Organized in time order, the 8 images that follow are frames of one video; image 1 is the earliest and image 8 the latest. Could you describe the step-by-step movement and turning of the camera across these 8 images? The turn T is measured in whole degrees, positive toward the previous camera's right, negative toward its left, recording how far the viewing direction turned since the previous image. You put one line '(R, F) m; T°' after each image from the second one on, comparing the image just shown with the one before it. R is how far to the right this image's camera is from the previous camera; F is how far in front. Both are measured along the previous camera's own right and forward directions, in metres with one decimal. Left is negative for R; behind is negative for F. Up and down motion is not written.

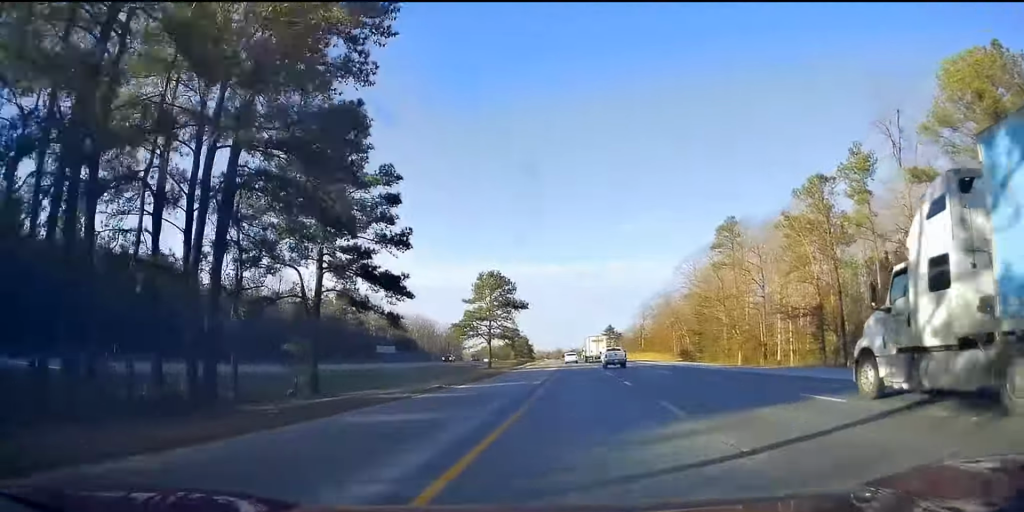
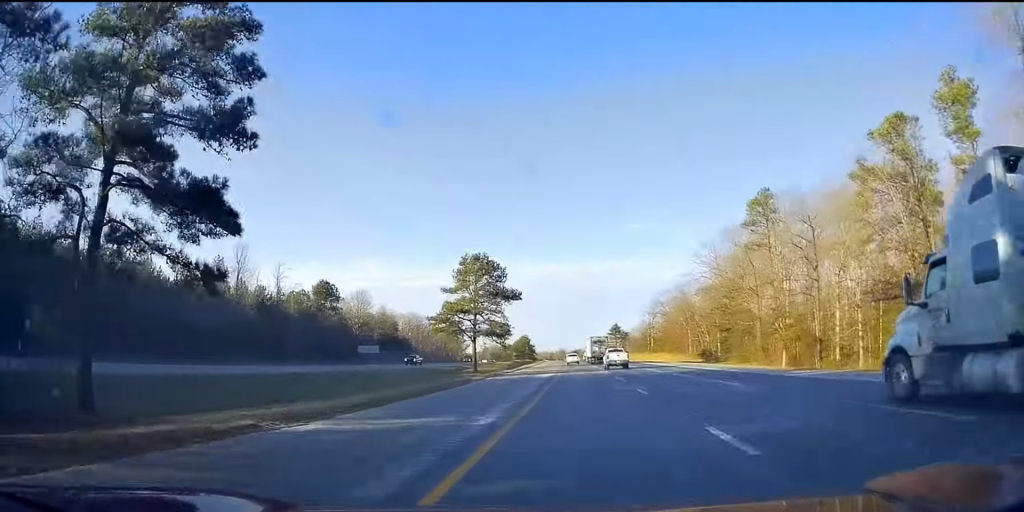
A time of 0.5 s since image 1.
(-0.1, +17.0) m; 0°
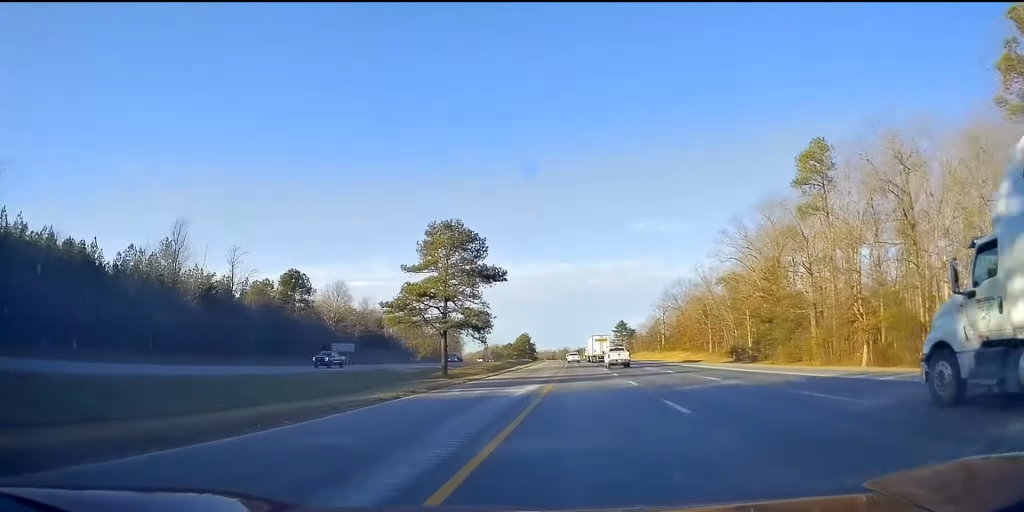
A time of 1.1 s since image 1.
(-0.3, +19.2) m; 0°
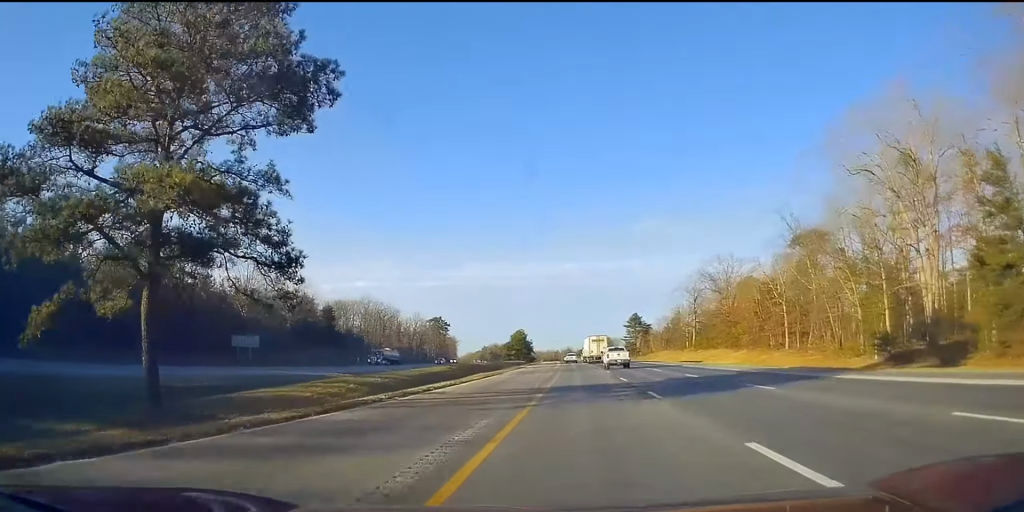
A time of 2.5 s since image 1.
(+0.2, +43.4) m; 0°
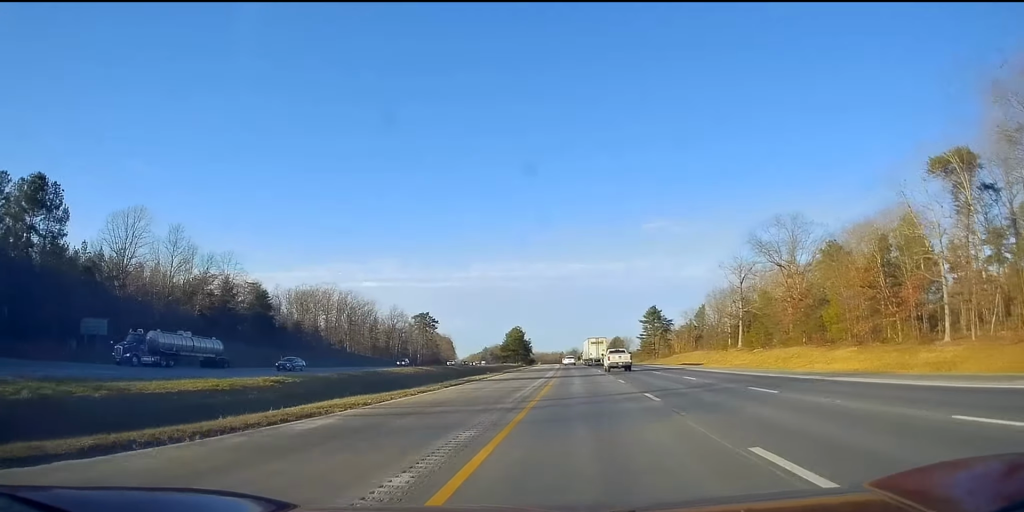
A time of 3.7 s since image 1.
(-0.3, +34.9) m; -1°
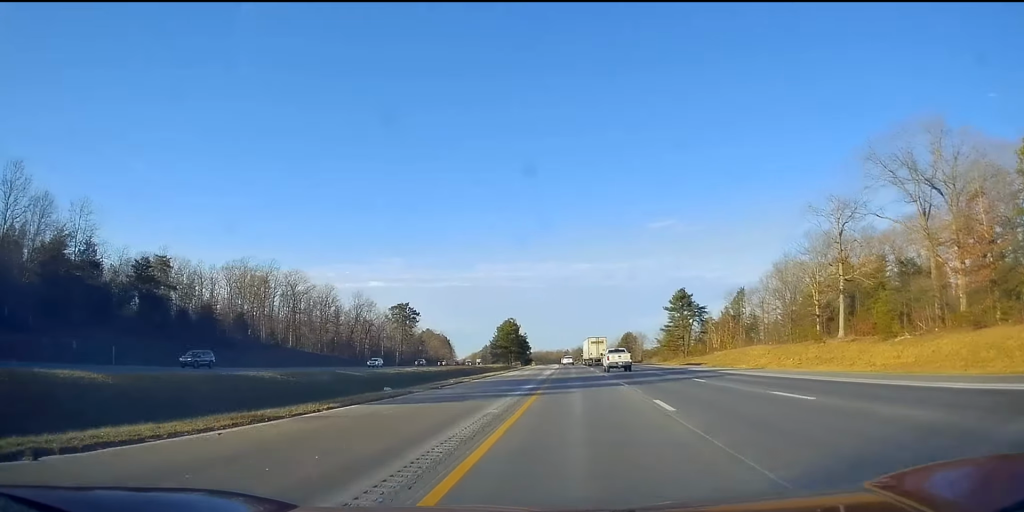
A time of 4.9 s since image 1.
(-0.2, +36.3) m; -1°
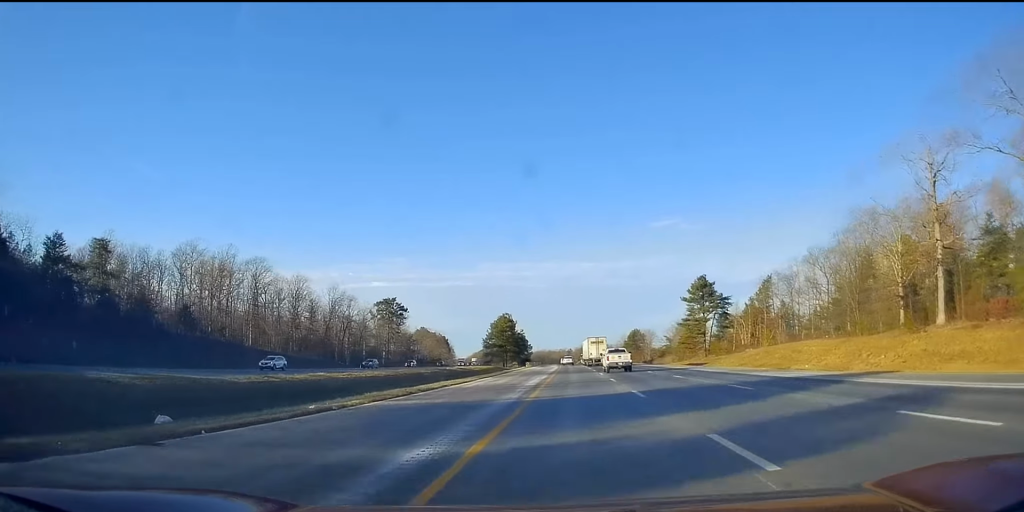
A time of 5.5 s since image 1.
(-0.1, +16.3) m; 0°
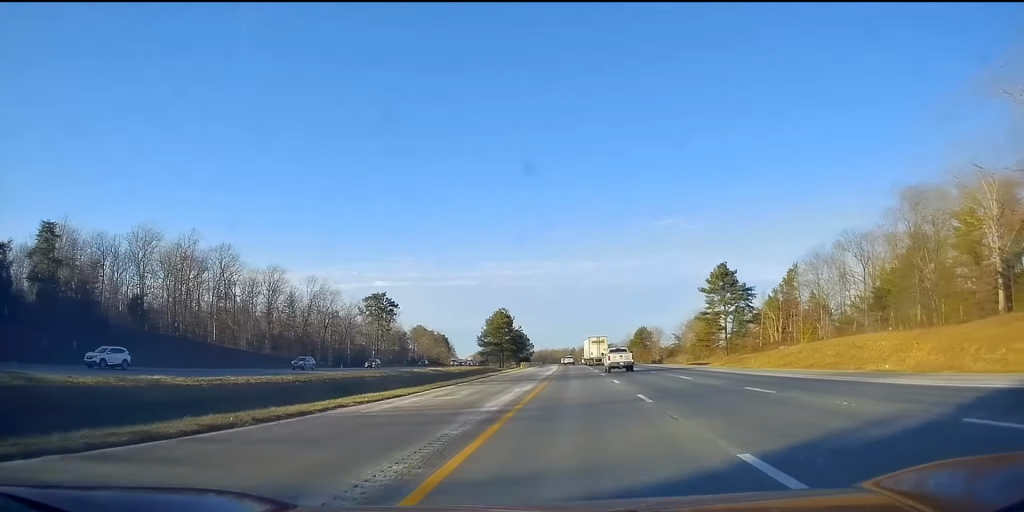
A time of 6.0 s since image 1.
(0.0, +11.7) m; 0°
